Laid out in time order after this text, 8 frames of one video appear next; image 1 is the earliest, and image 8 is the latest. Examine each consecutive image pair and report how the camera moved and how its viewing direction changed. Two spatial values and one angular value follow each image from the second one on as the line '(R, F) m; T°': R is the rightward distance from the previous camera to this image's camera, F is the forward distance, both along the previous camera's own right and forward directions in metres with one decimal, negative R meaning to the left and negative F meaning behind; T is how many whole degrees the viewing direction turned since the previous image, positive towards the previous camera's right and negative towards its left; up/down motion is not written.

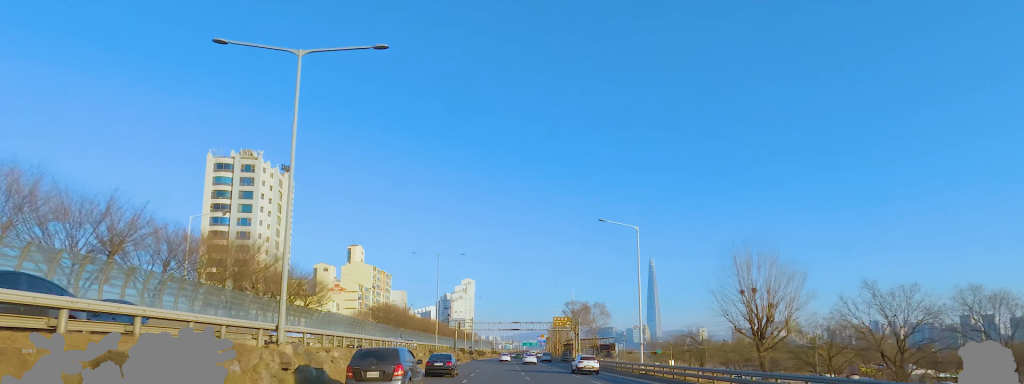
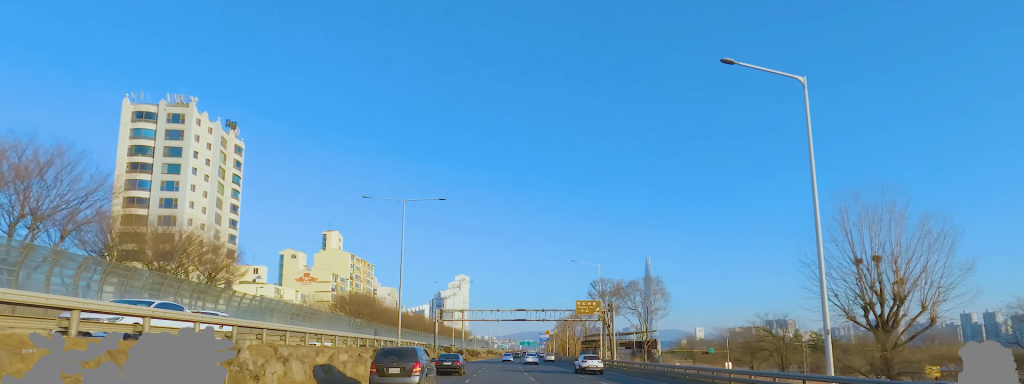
(+1.3, +23.8) m; +2°
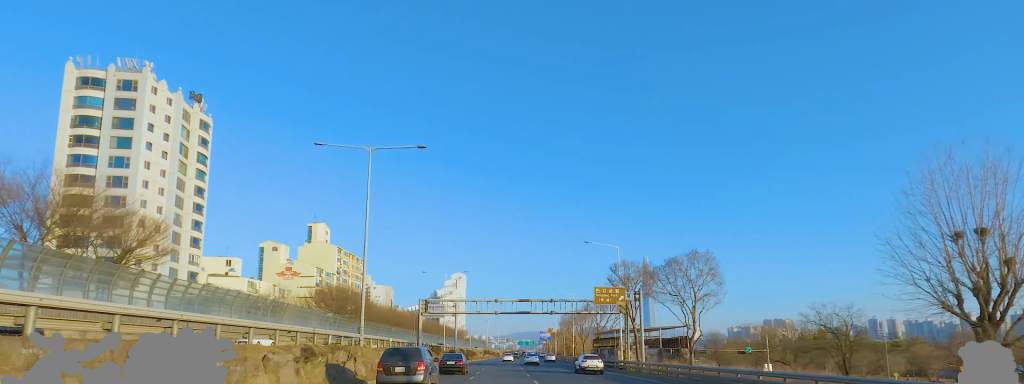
(-0.2, +10.8) m; 0°
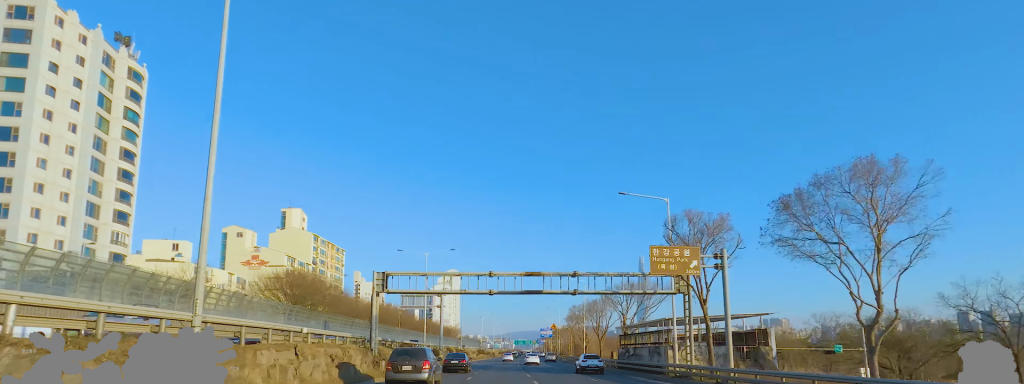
(-0.4, +16.1) m; 0°
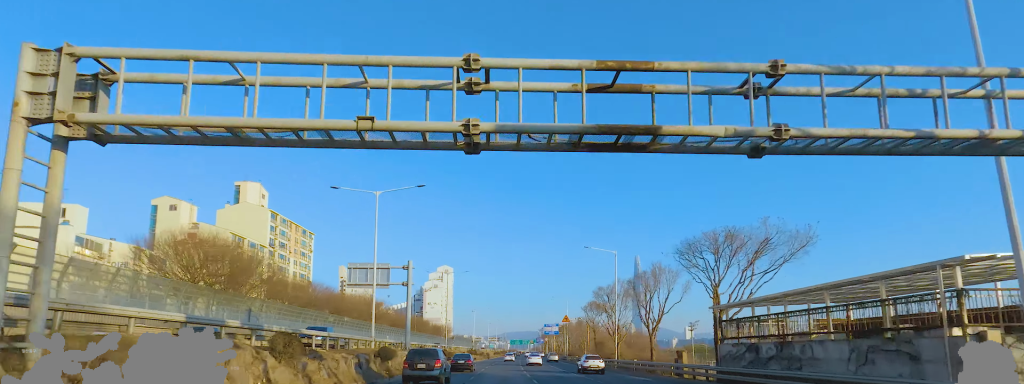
(+0.4, +22.9) m; 0°
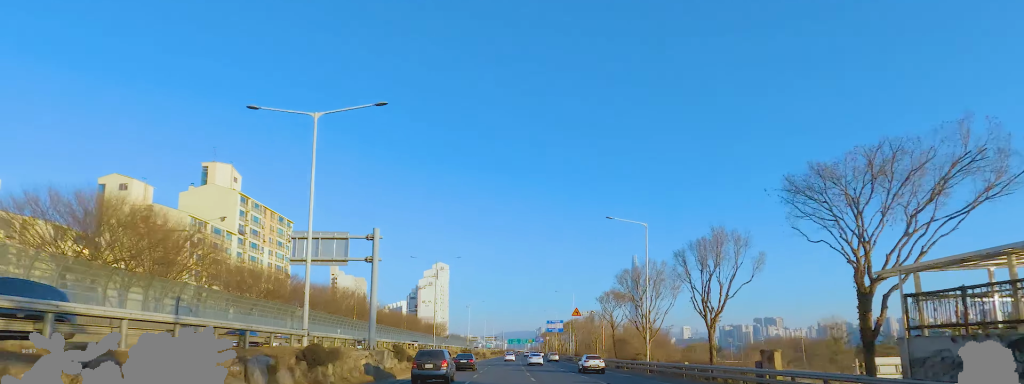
(-0.5, +12.1) m; 0°
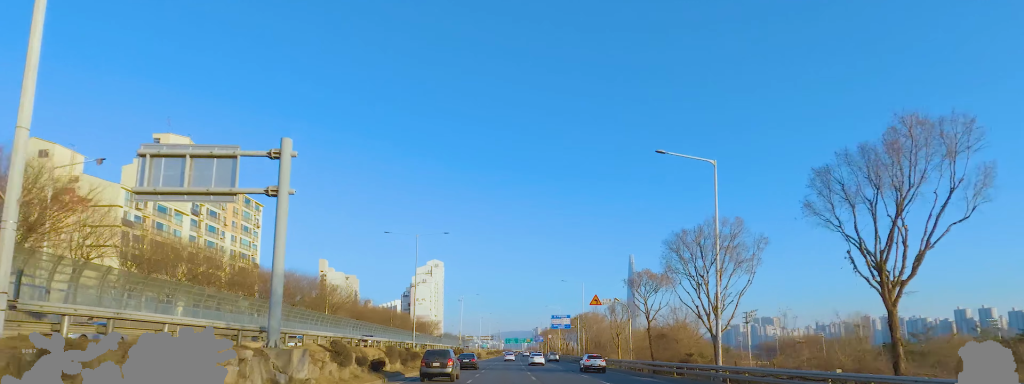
(+0.5, +14.5) m; +2°
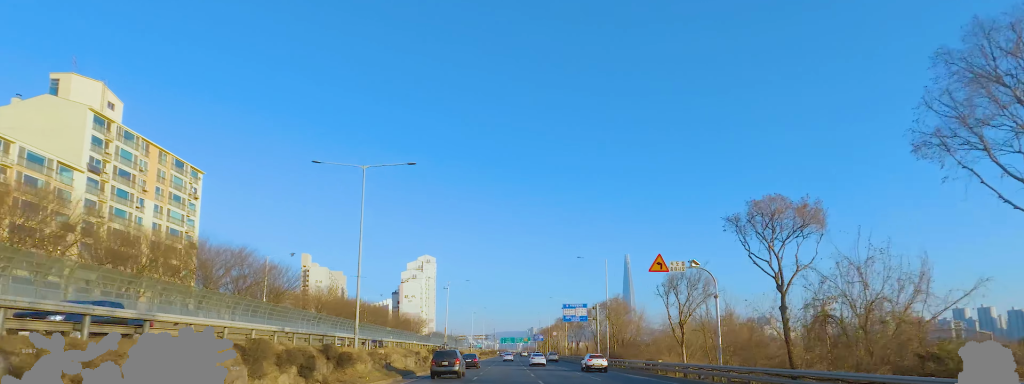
(+0.3, +21.0) m; -2°
